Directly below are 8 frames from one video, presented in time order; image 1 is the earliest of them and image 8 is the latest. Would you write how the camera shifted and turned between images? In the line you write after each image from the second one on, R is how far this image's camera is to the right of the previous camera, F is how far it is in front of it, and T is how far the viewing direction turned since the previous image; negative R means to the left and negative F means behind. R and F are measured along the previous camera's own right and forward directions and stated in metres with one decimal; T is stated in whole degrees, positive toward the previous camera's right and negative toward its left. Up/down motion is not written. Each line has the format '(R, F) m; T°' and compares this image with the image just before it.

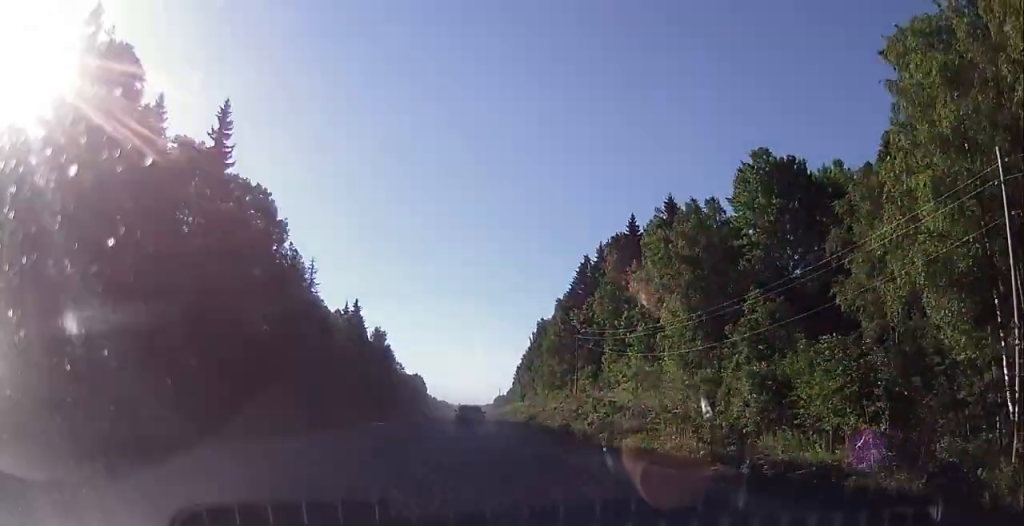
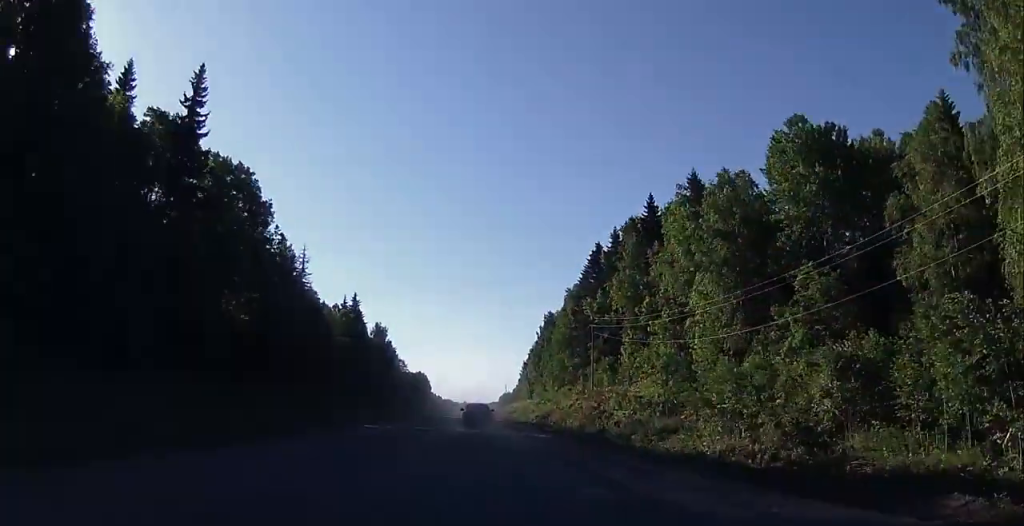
(-0.1, +7.5) m; 0°
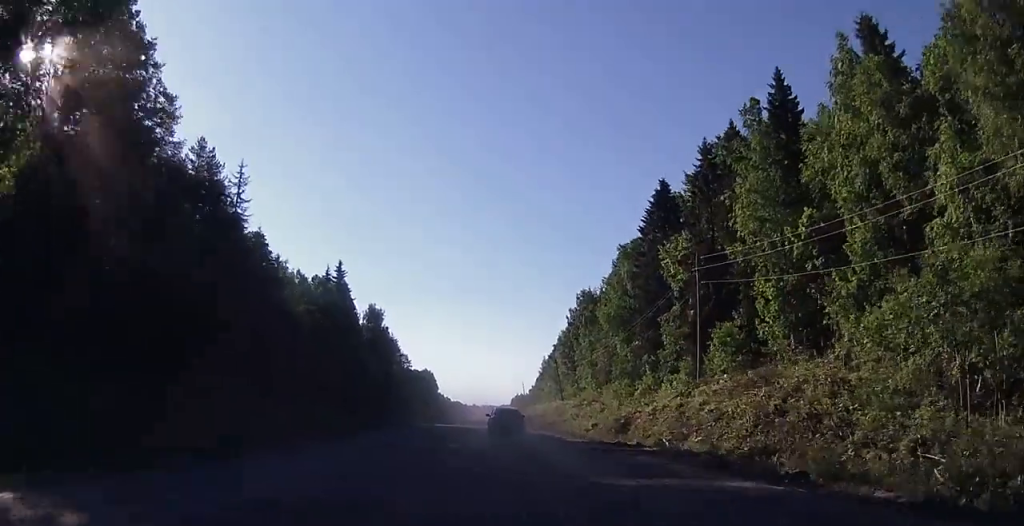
(+0.4, +31.9) m; 0°
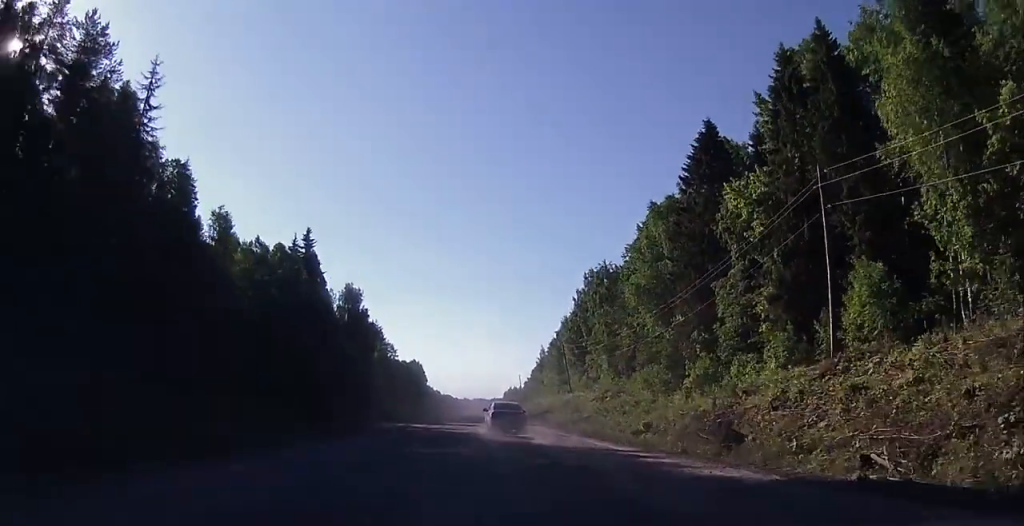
(-0.6, +18.3) m; -3°
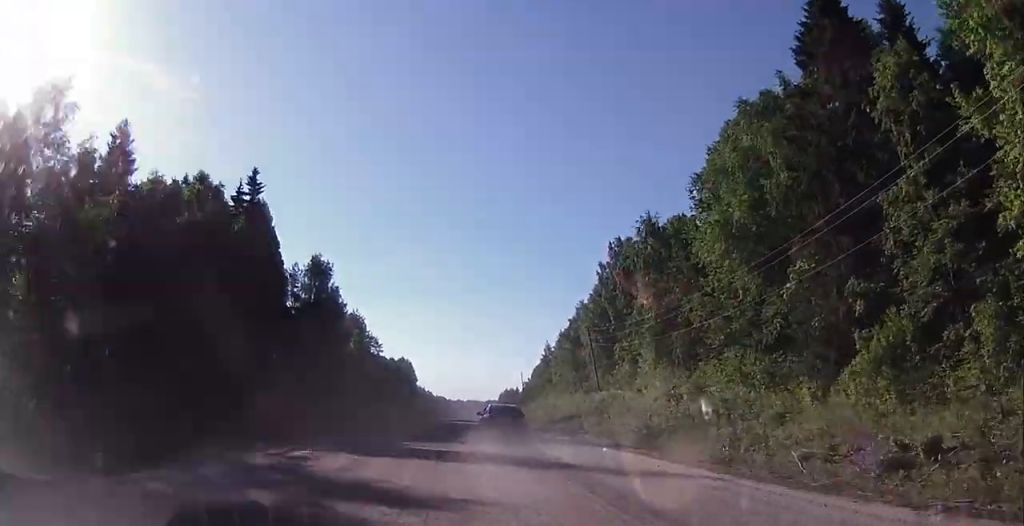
(+0.4, +24.4) m; +3°
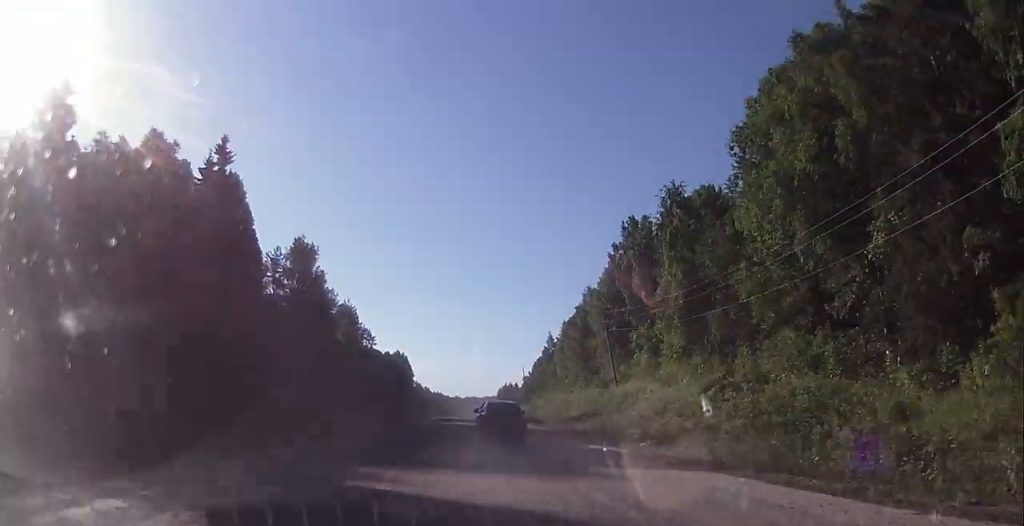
(+0.1, +9.3) m; +1°
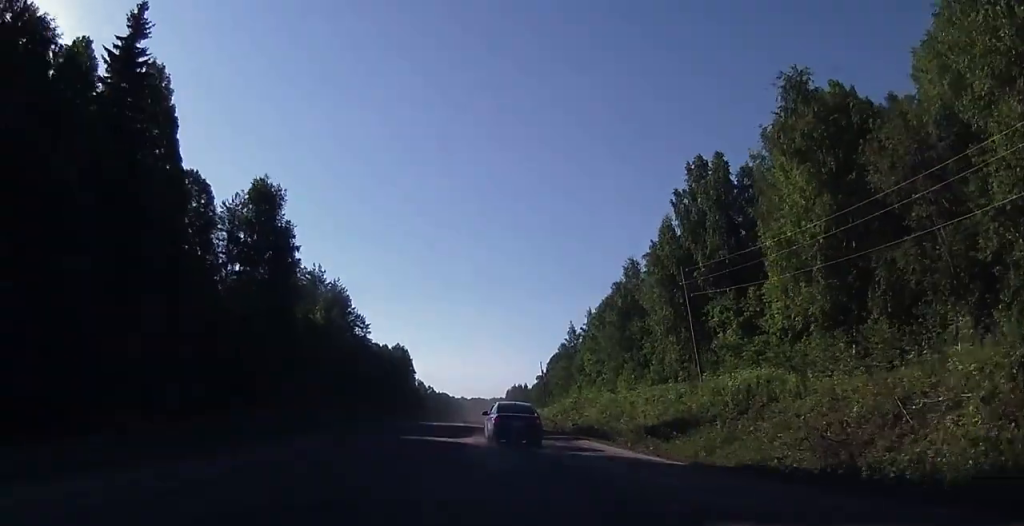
(+0.1, +23.2) m; 0°
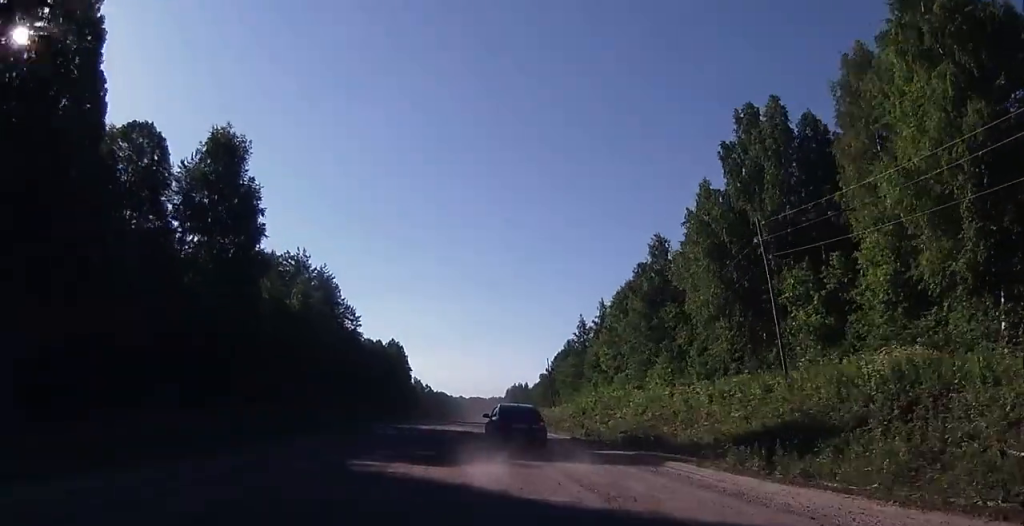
(0.0, +13.2) m; 0°
